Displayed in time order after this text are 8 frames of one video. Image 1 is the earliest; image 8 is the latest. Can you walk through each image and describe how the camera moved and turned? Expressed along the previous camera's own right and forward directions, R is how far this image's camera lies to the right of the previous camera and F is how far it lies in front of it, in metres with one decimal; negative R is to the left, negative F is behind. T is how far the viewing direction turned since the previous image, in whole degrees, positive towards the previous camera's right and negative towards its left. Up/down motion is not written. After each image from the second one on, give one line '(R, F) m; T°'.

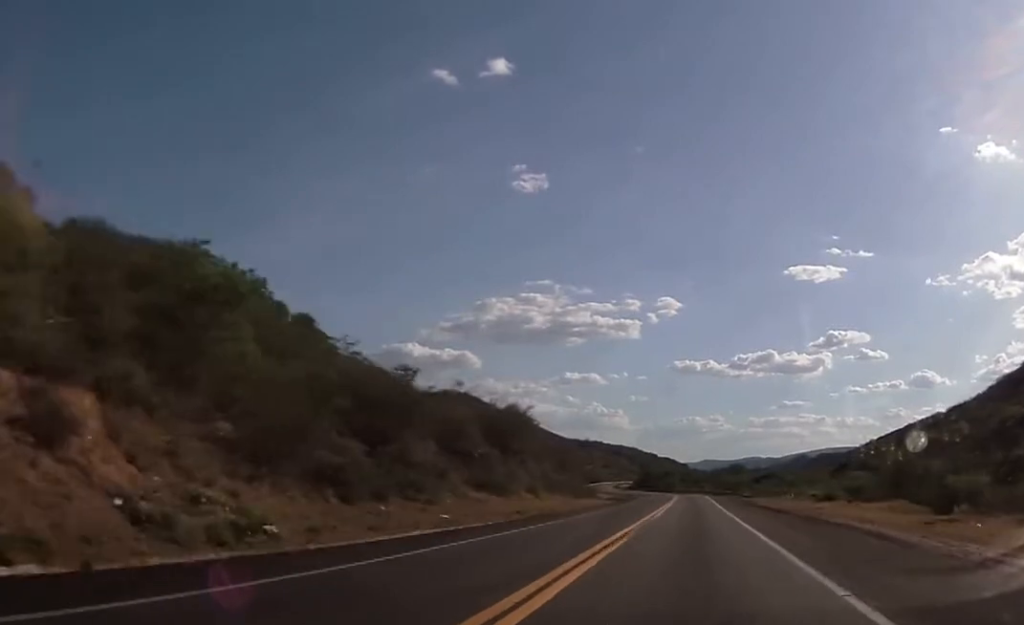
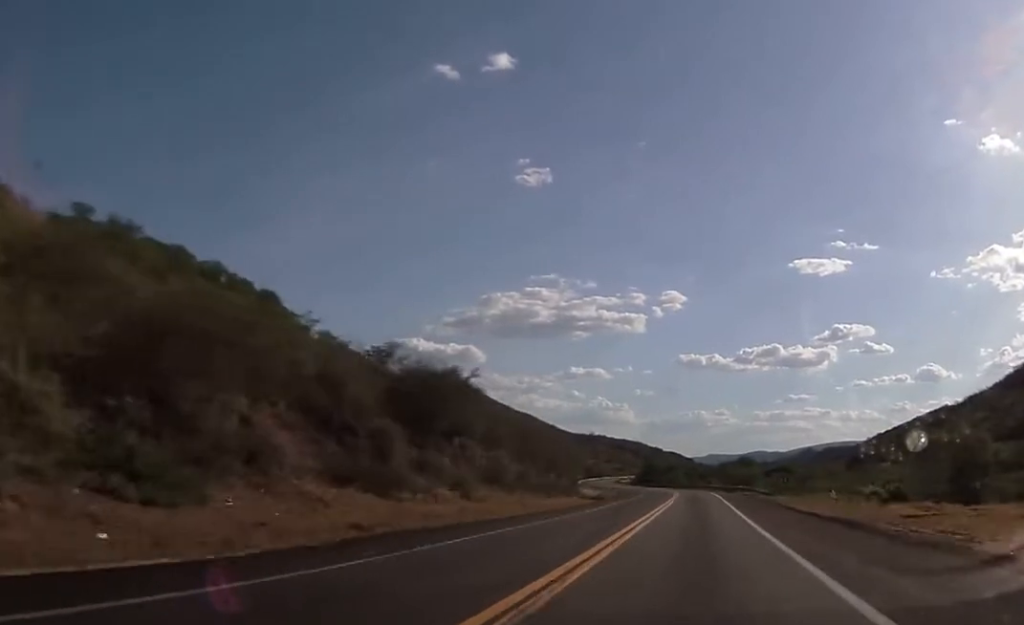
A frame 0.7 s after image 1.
(+0.1, +21.3) m; 0°
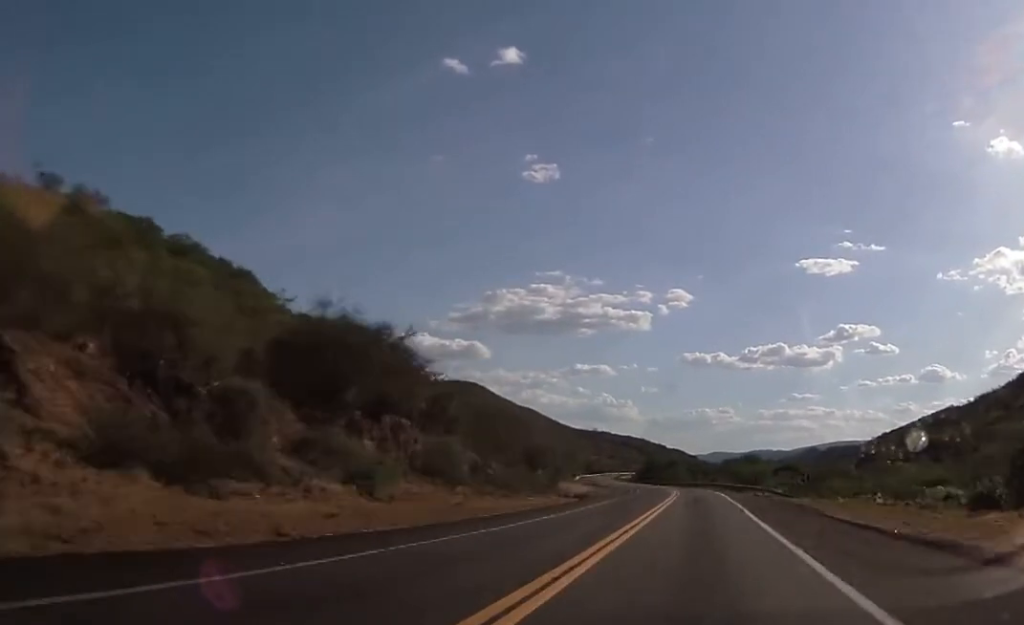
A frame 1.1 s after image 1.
(+0.3, +13.8) m; 0°
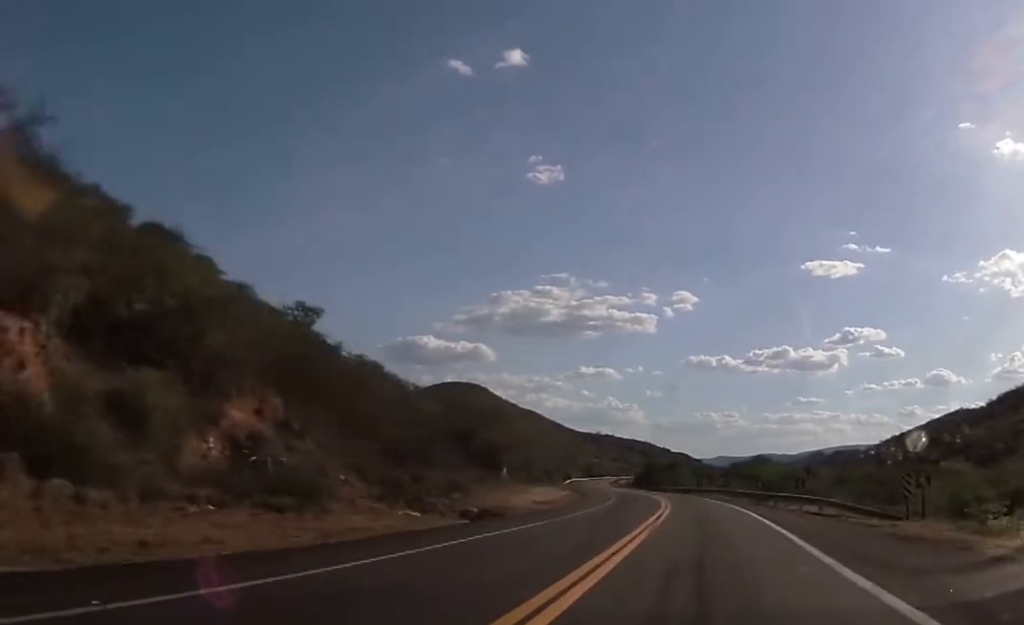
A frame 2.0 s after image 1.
(-0.5, +29.1) m; -1°
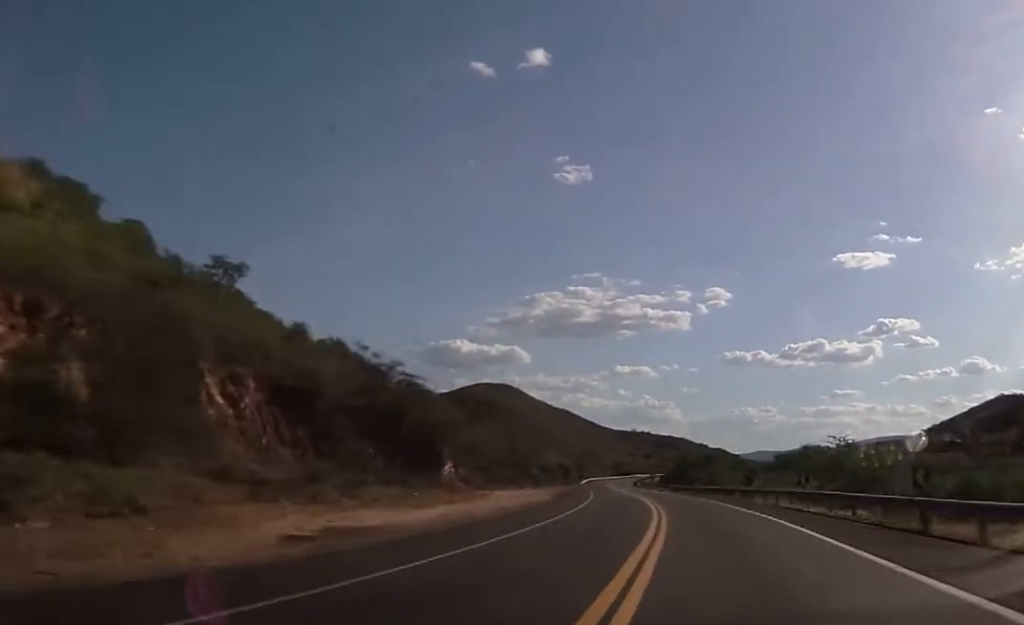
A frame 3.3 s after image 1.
(-0.1, +38.1) m; -2°
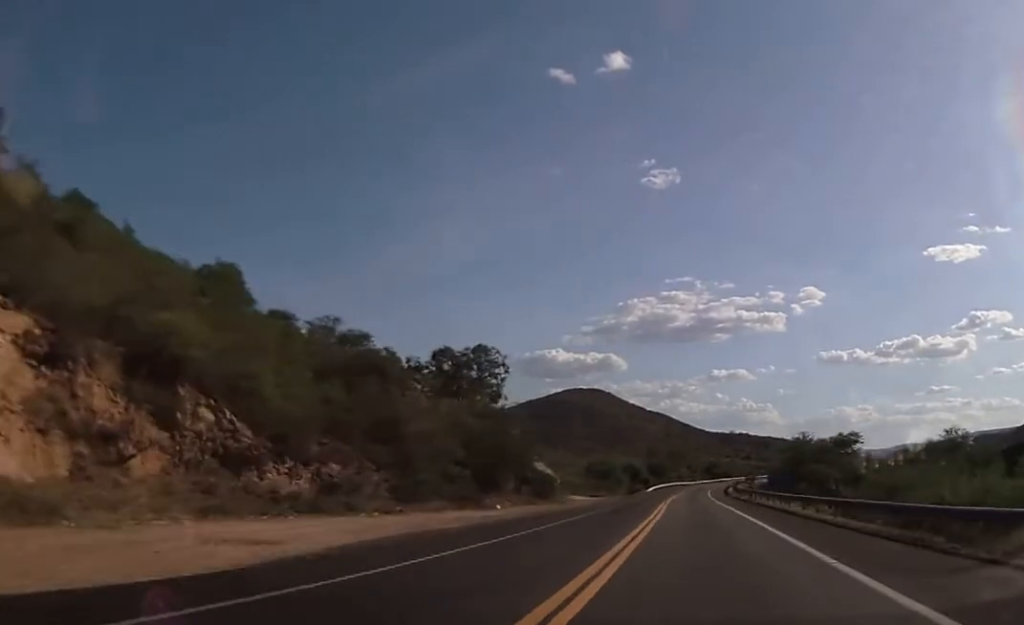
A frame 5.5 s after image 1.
(-4.0, +64.7) m; -6°
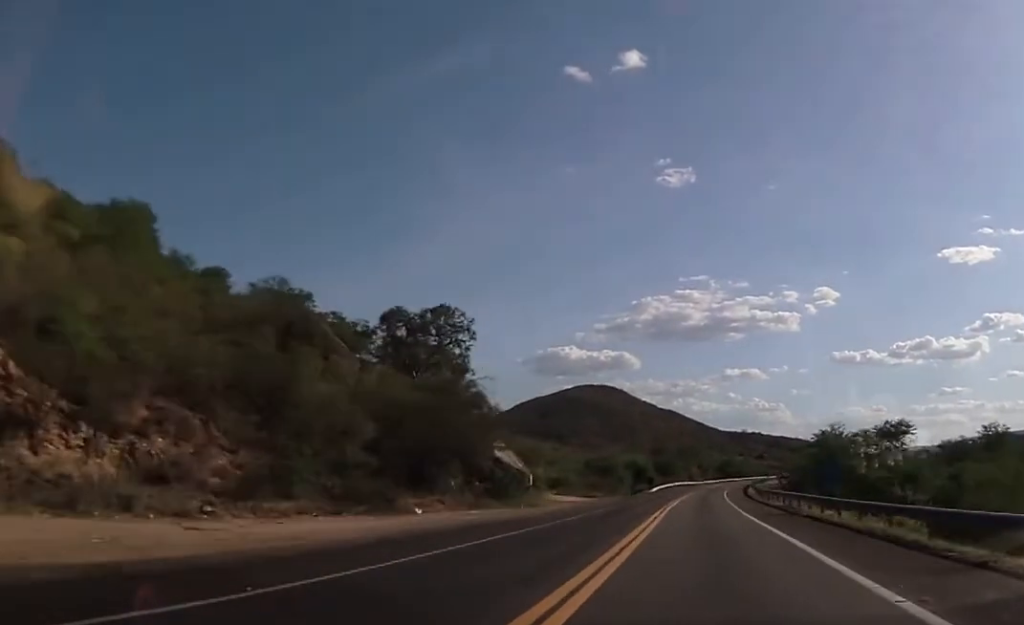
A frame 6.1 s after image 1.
(-0.3, +20.4) m; -2°
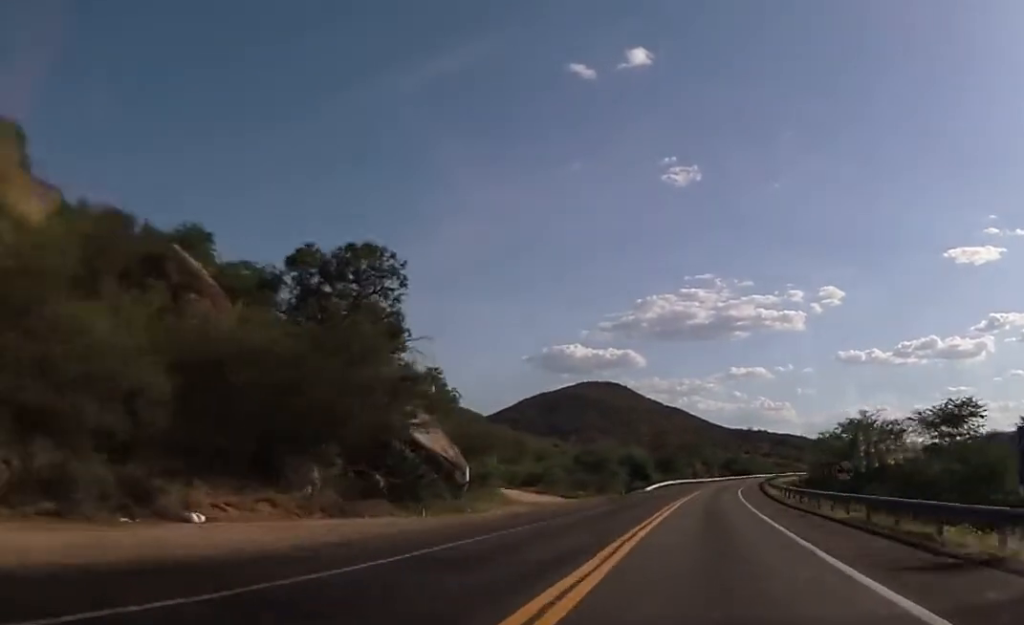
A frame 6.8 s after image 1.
(-0.3, +20.6) m; 0°
